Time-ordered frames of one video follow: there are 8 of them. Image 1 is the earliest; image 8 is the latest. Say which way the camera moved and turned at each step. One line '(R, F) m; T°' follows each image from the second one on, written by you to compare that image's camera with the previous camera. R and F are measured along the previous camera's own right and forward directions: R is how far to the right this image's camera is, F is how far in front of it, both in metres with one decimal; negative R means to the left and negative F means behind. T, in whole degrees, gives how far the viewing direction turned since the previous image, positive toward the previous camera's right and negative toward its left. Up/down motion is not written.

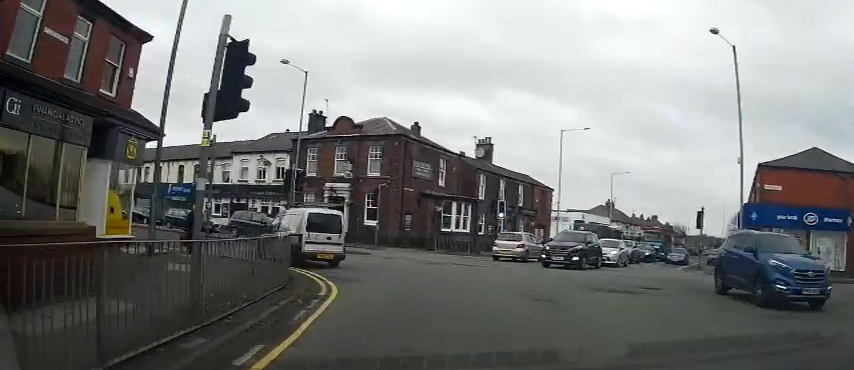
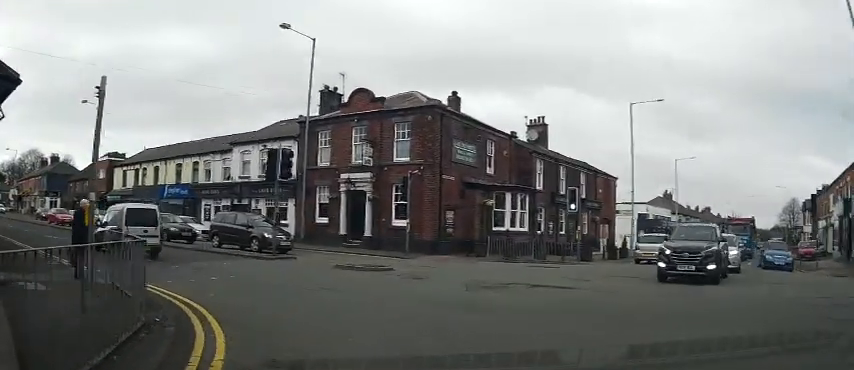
(-0.2, +8.3) m; -10°
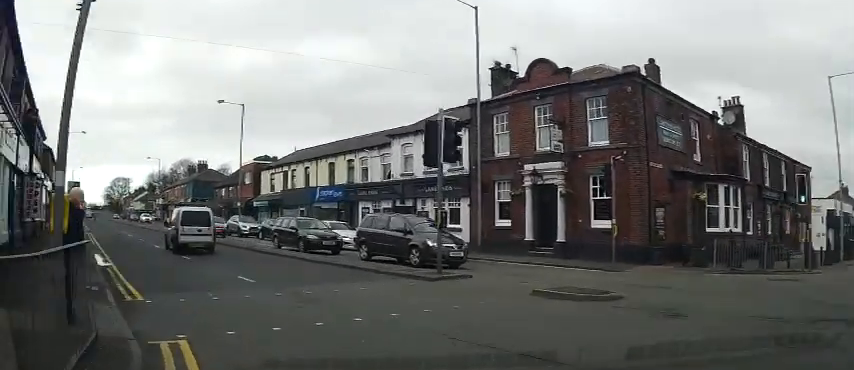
(-0.5, +5.4) m; -15°
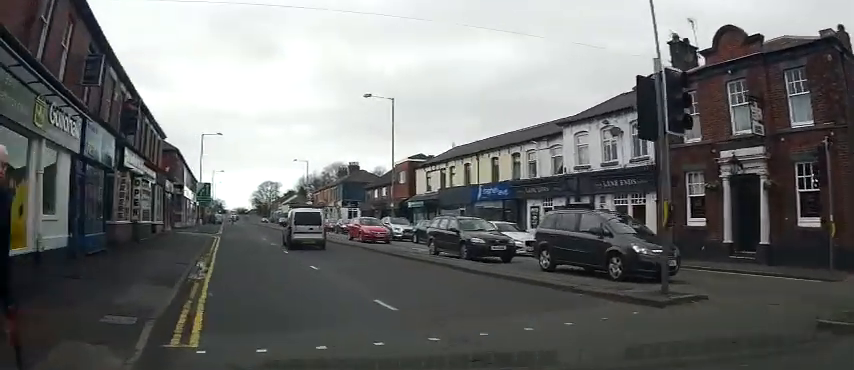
(-0.2, +3.9) m; -14°
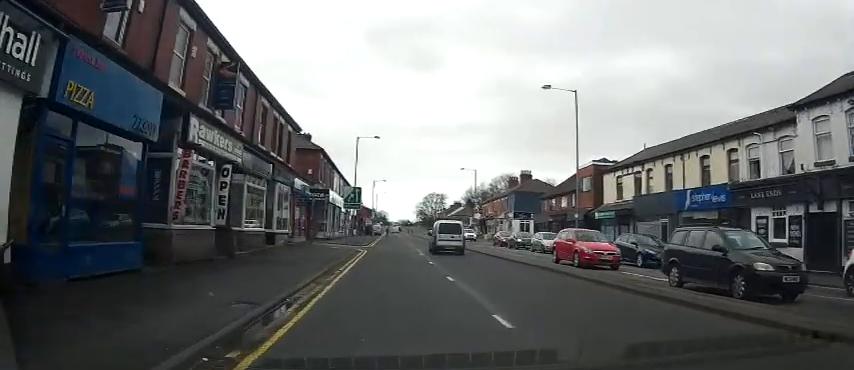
(-1.4, +7.1) m; -21°
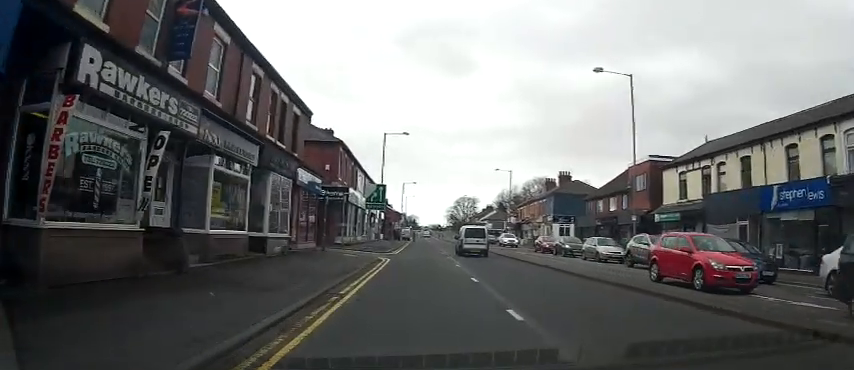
(-0.8, +5.8) m; -3°
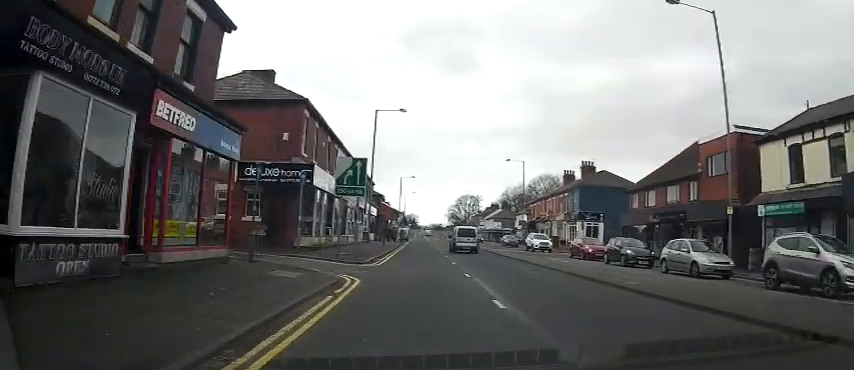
(+0.2, +12.0) m; 0°
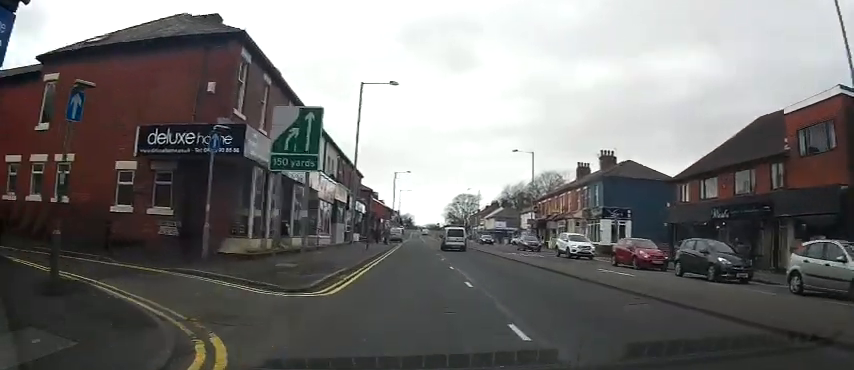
(-0.3, +9.7) m; +3°
